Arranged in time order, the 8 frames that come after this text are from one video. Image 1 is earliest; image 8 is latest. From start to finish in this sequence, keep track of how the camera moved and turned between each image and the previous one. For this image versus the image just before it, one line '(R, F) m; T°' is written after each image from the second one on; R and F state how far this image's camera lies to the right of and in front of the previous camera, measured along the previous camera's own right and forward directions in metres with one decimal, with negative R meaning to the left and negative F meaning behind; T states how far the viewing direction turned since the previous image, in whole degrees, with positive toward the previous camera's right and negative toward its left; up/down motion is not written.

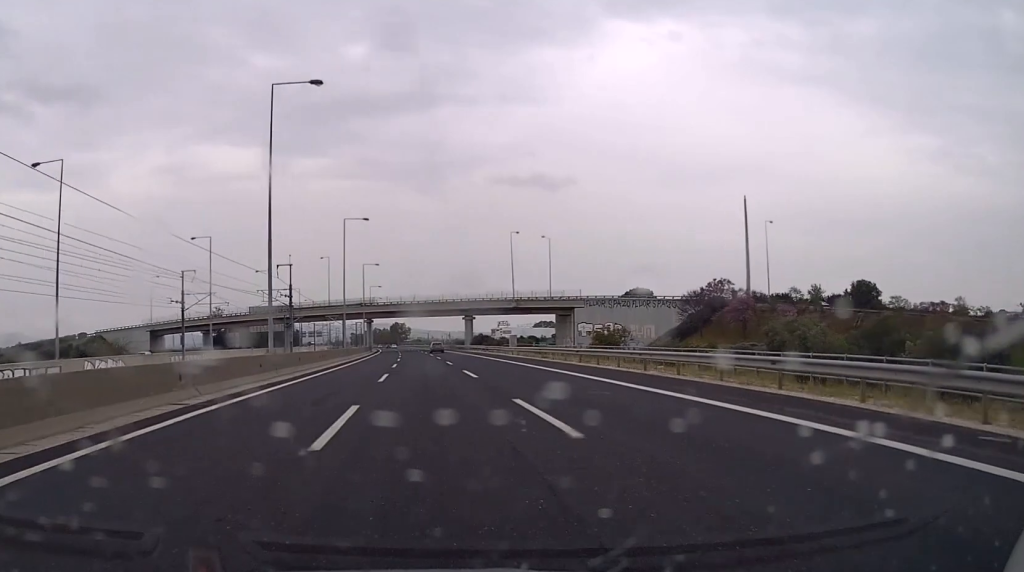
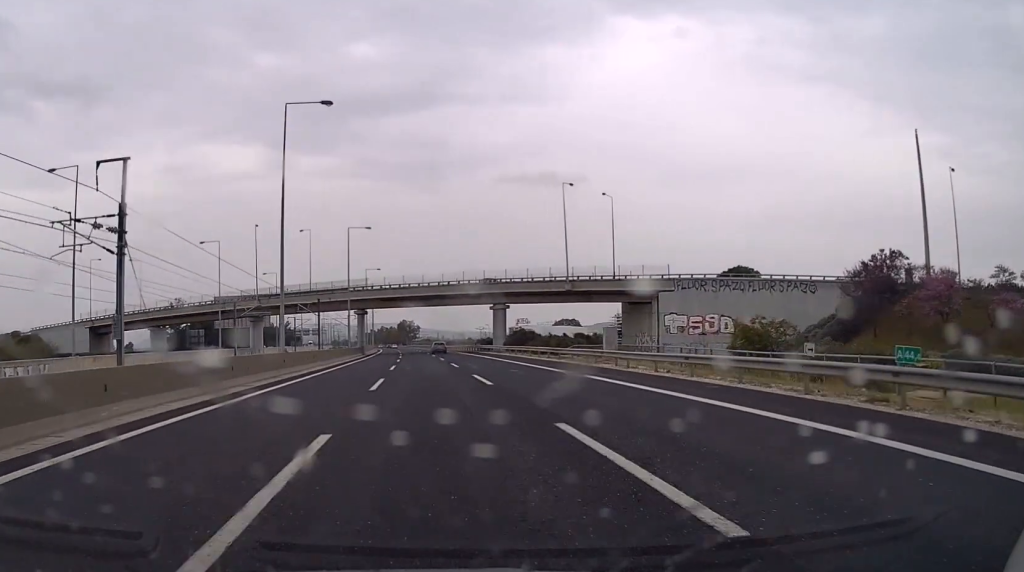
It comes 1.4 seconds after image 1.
(-0.1, +41.7) m; 0°
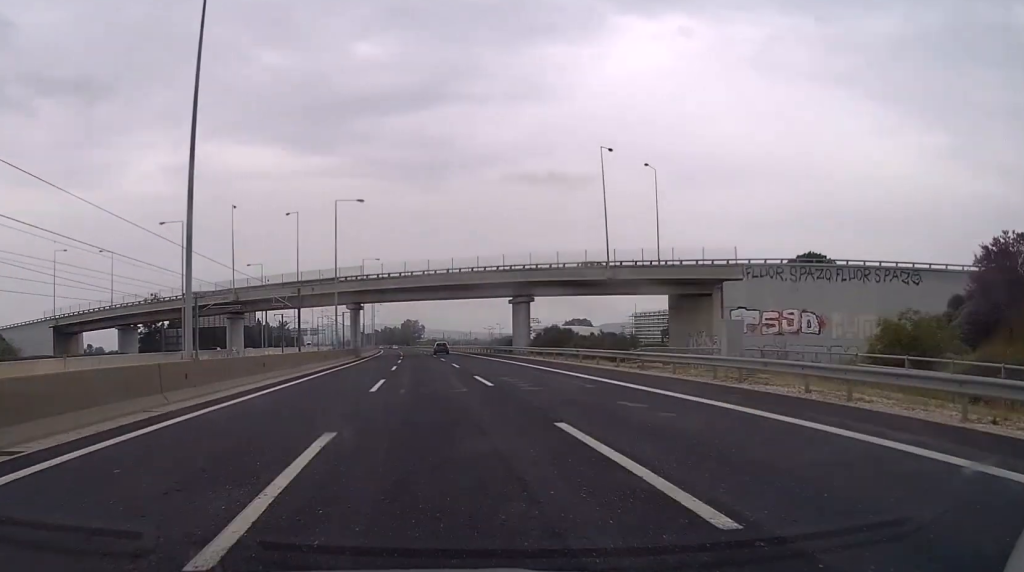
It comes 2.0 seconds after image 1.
(0.0, +17.9) m; 0°
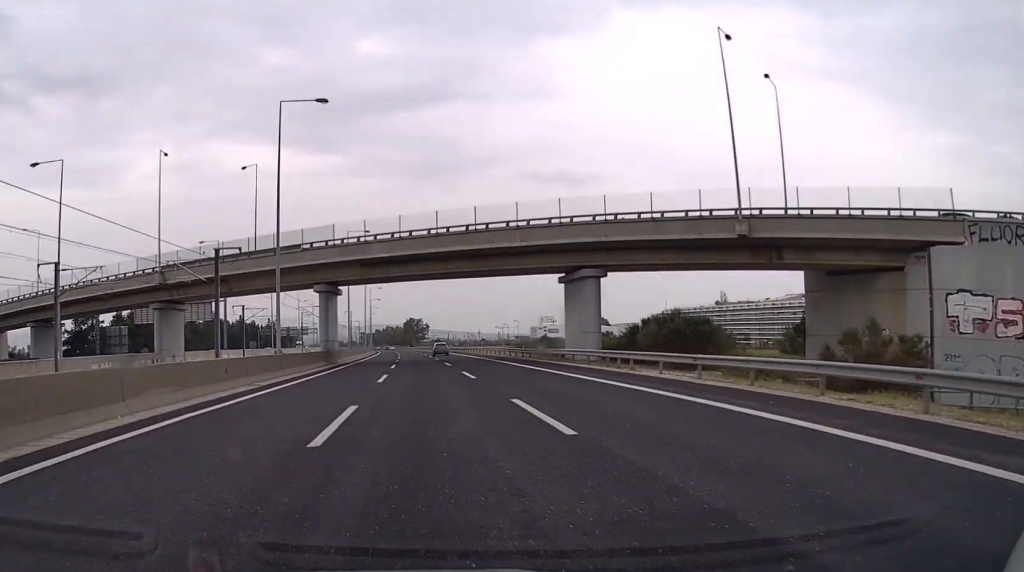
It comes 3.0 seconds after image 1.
(-0.1, +30.8) m; 0°
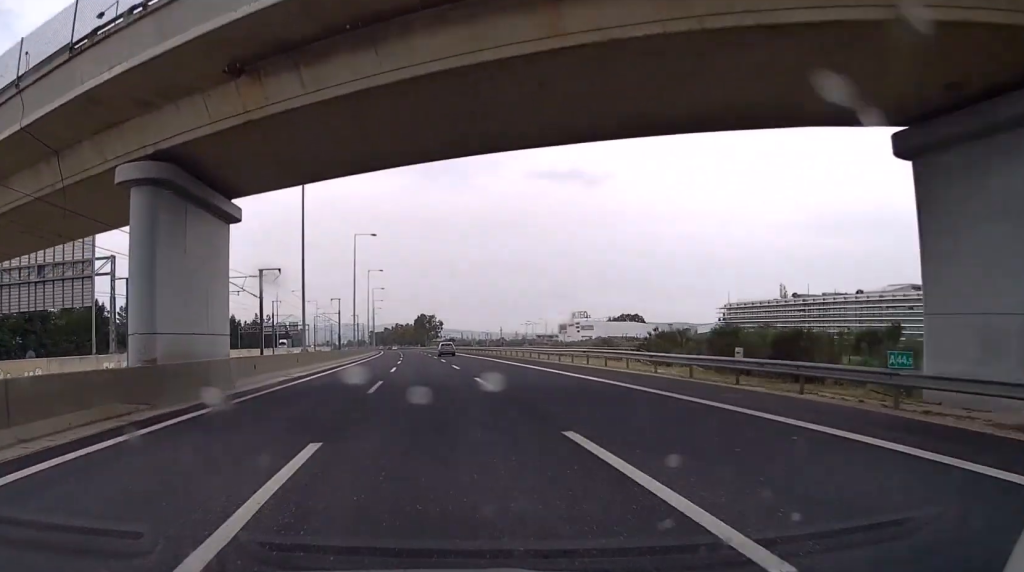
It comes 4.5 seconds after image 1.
(-0.4, +42.7) m; -1°
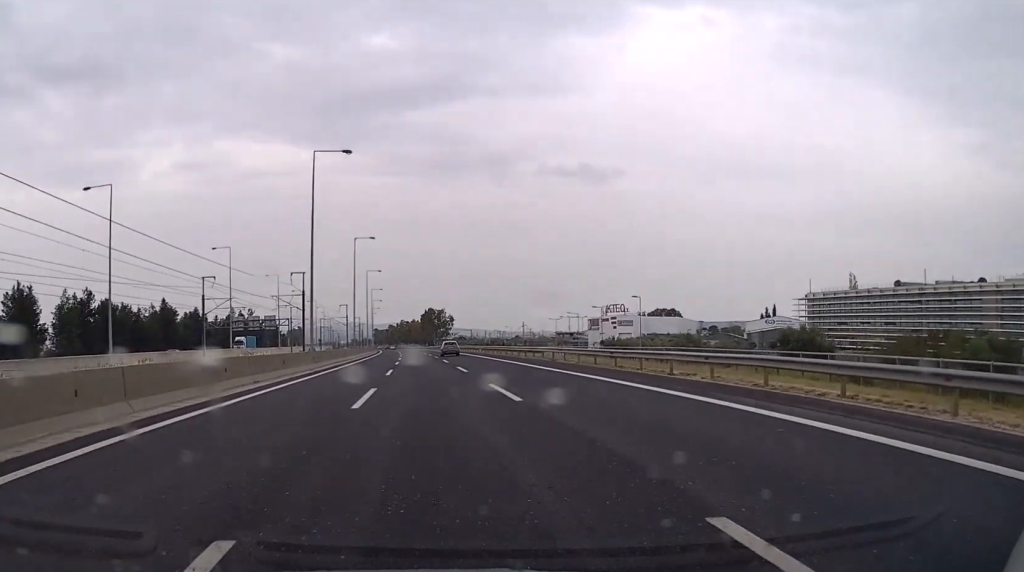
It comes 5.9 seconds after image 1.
(-0.3, +41.7) m; -1°
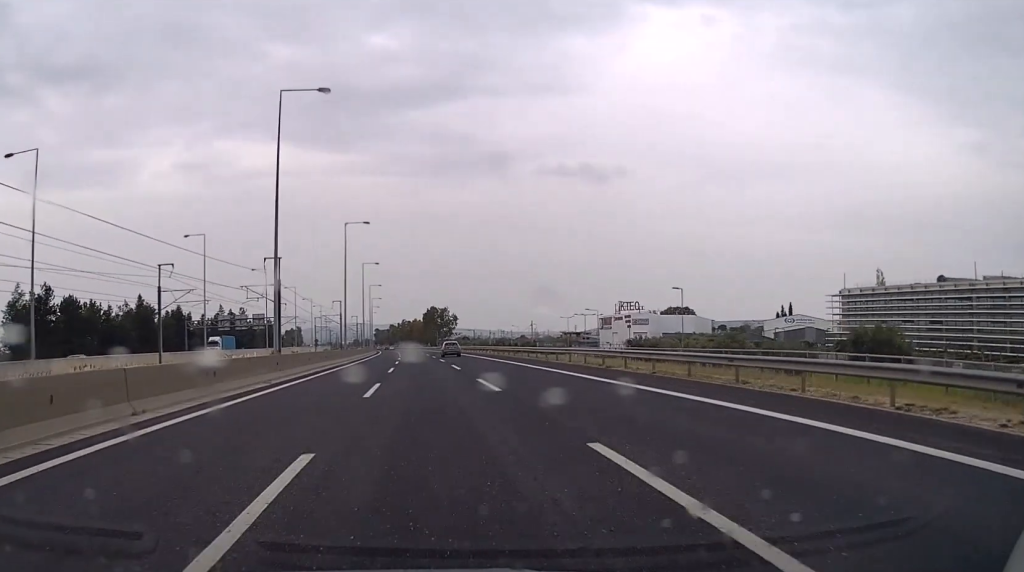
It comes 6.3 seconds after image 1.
(0.0, +13.9) m; 0°
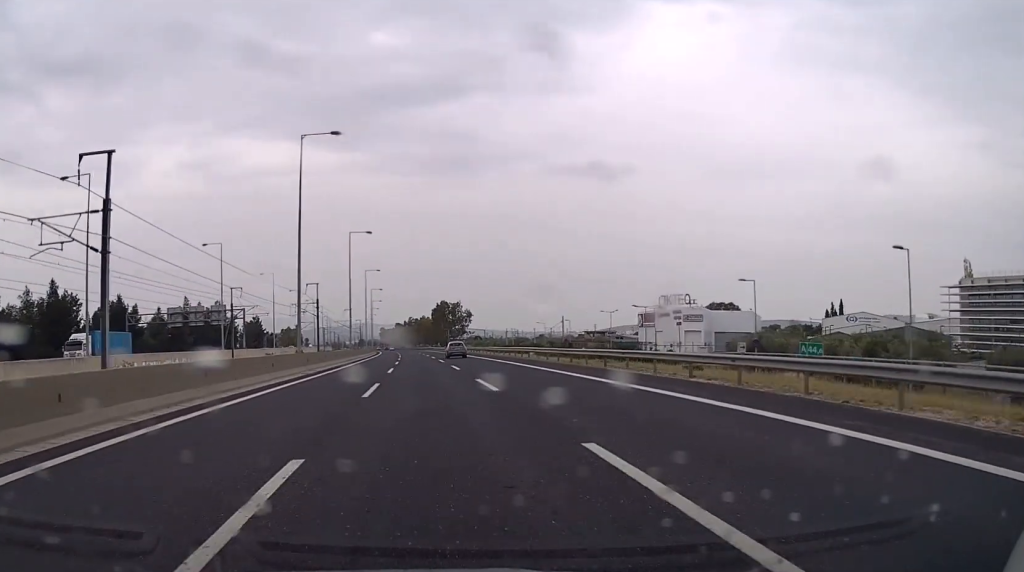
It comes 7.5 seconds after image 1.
(-0.3, +35.8) m; -1°
